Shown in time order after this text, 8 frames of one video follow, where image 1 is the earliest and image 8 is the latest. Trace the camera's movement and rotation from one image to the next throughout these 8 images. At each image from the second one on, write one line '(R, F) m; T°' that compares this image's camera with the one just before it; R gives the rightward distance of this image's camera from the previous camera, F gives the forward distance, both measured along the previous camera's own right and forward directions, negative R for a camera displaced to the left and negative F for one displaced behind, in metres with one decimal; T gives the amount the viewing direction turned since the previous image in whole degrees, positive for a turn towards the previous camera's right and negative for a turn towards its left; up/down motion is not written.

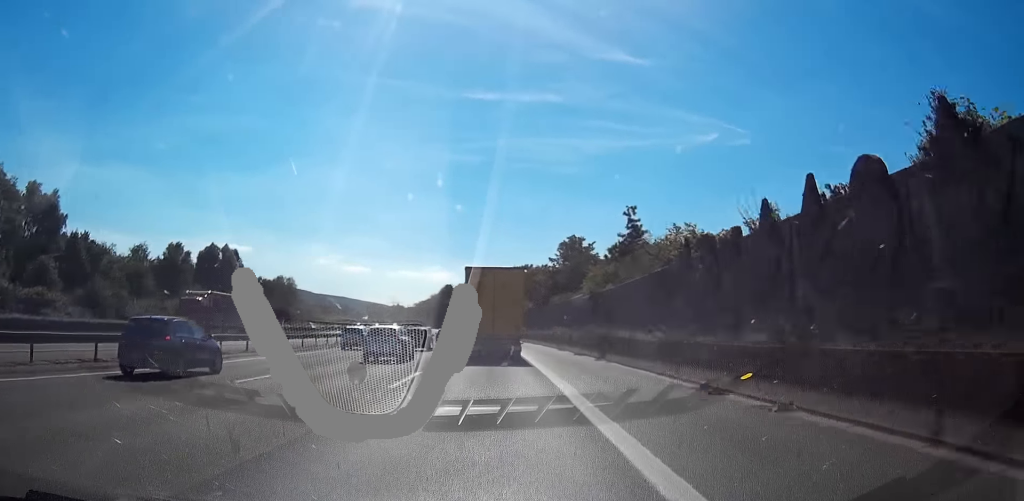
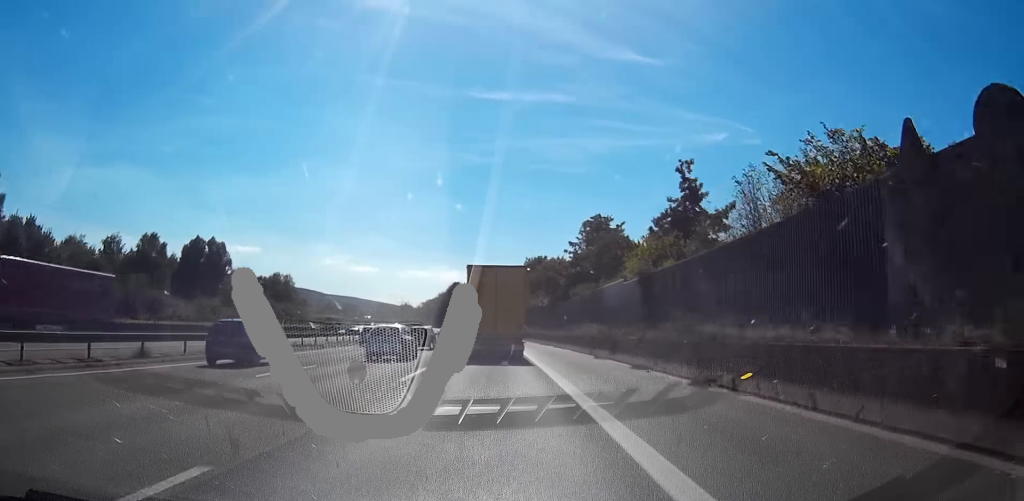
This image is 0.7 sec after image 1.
(-0.2, +17.2) m; -2°
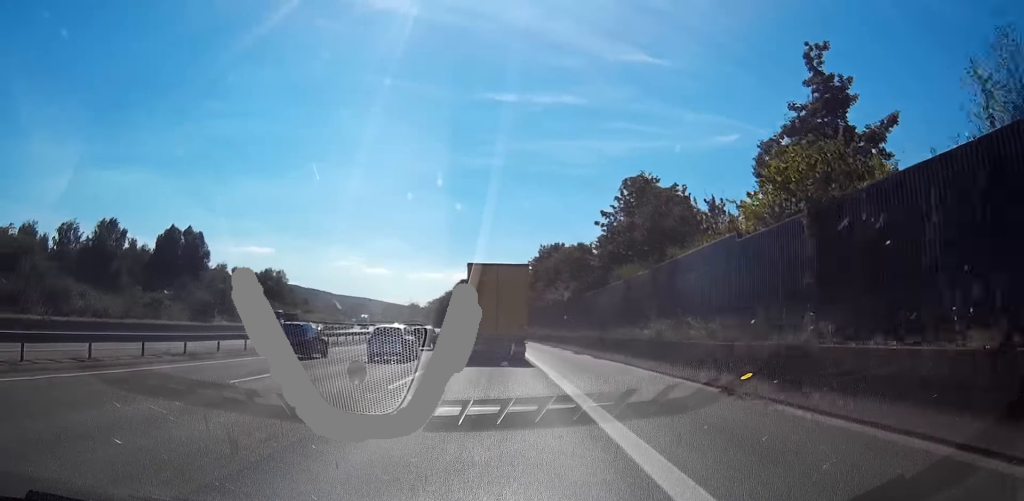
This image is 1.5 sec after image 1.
(-0.4, +20.7) m; -2°
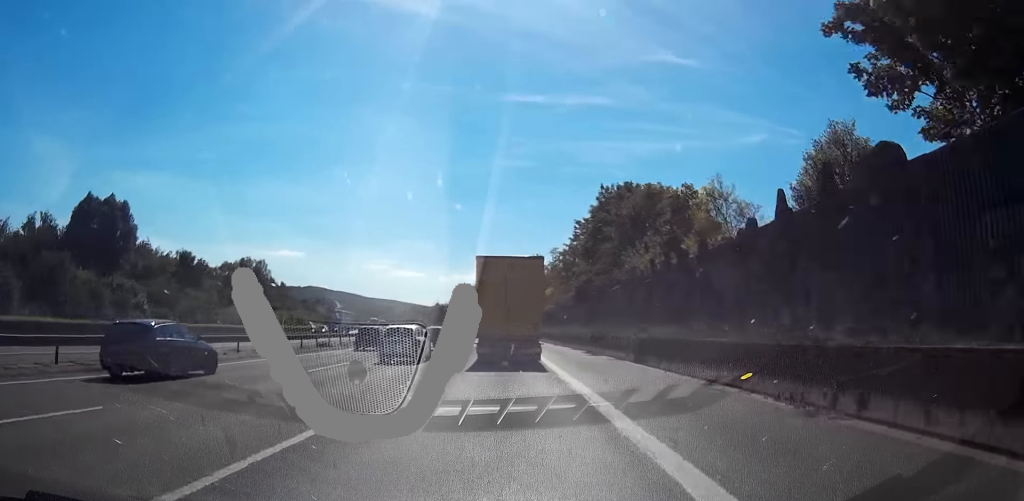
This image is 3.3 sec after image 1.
(-1.3, +47.7) m; -2°
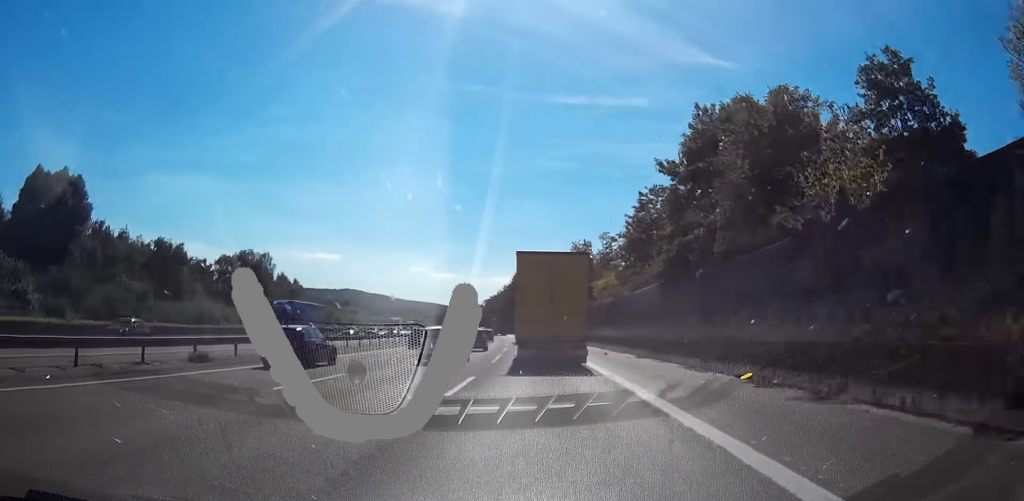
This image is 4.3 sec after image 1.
(0.0, +25.2) m; 0°
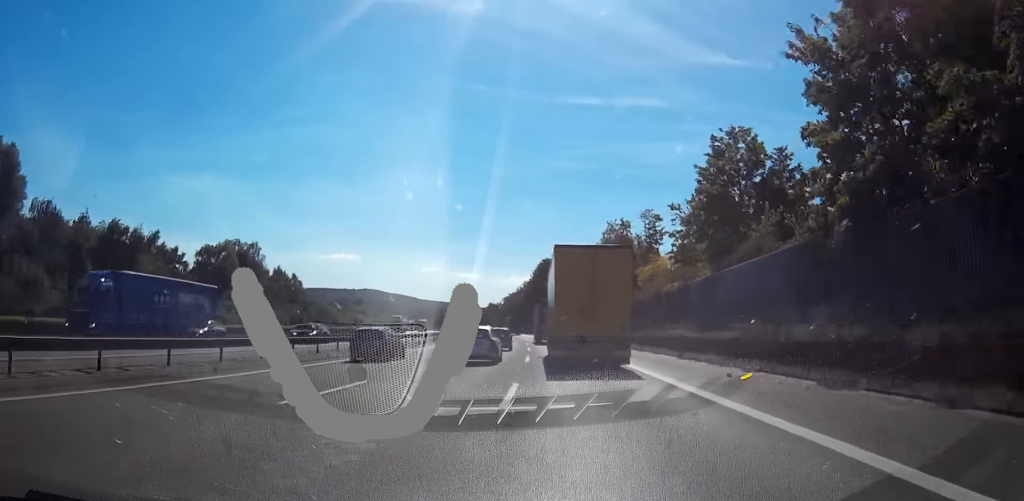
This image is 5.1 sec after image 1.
(0.0, +20.8) m; 0°
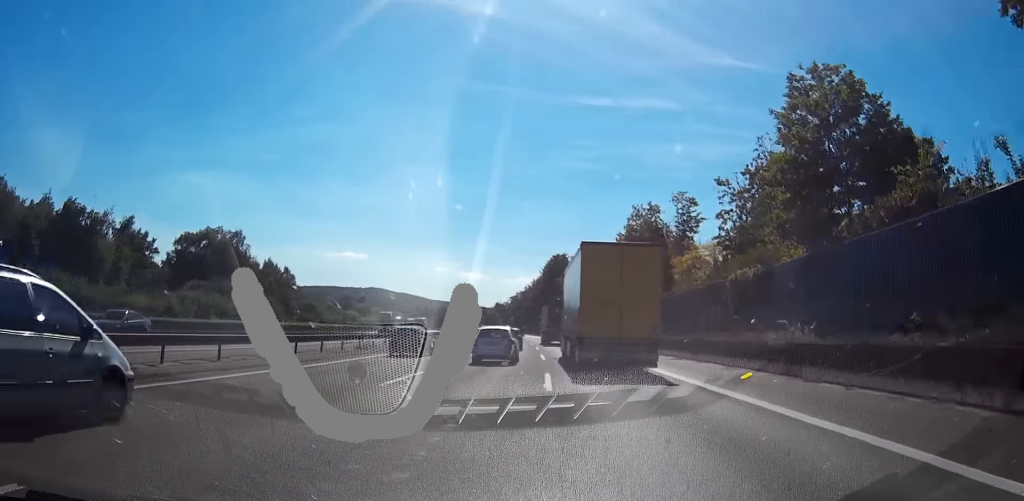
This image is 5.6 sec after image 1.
(0.0, +14.1) m; -1°
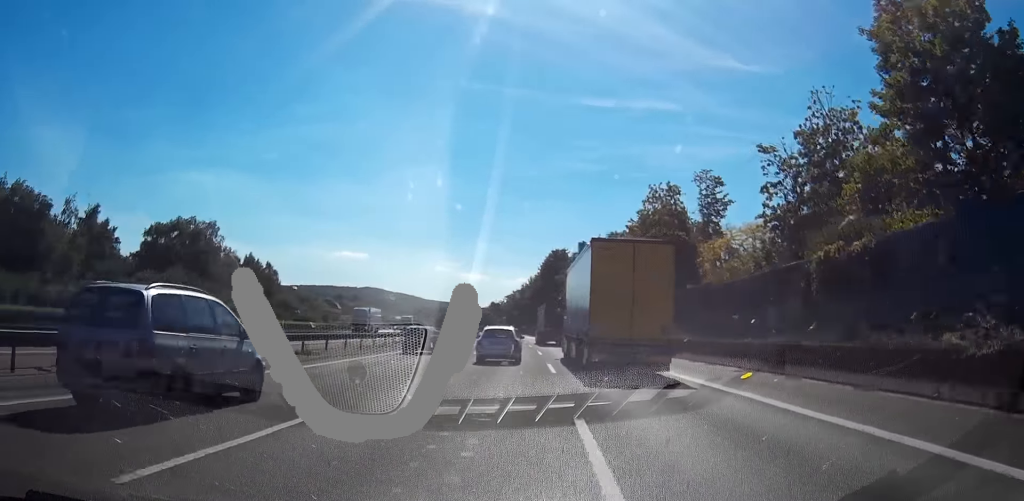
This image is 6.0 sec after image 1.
(+0.1, +11.5) m; 0°
